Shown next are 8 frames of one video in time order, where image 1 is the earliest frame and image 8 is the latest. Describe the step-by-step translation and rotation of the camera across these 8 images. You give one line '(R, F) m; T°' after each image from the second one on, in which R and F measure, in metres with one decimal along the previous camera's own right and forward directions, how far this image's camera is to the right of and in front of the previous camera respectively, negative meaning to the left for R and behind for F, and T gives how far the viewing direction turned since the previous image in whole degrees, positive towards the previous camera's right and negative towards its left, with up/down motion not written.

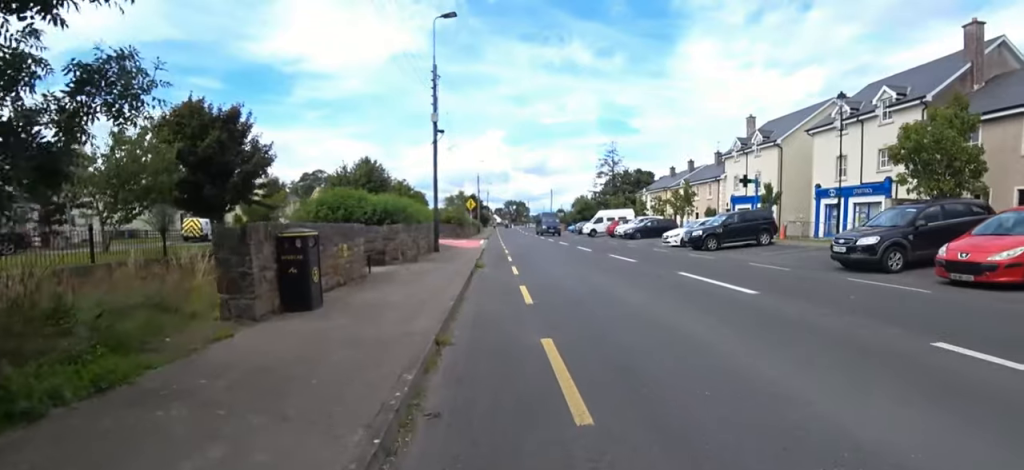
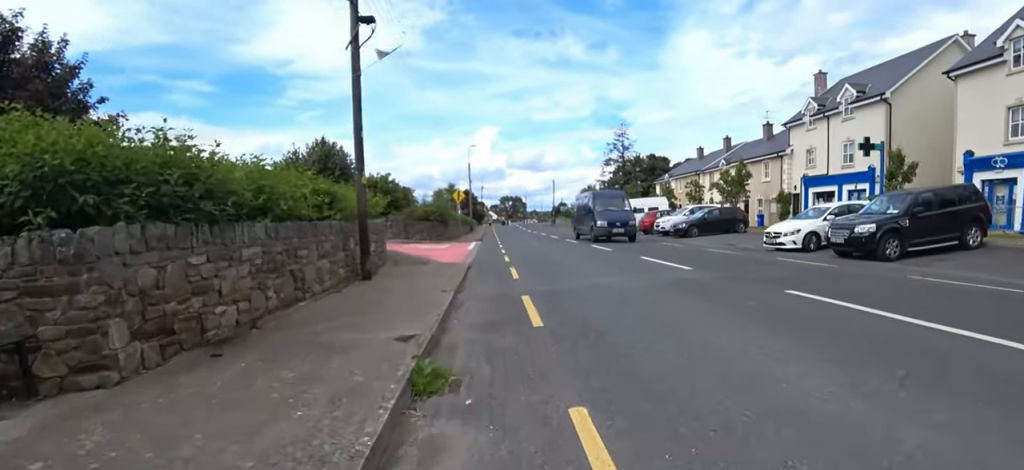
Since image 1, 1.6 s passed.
(-0.4, +10.5) m; +2°
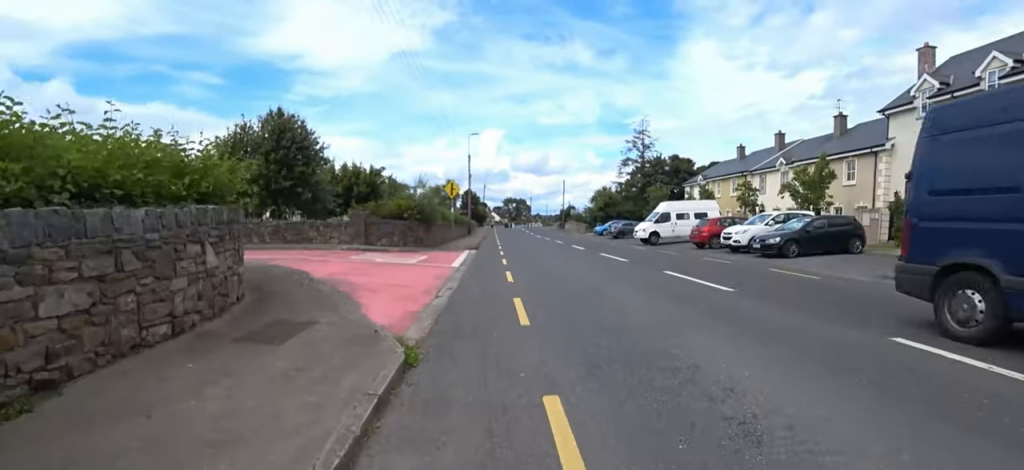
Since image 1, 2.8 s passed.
(+0.7, +8.3) m; +2°
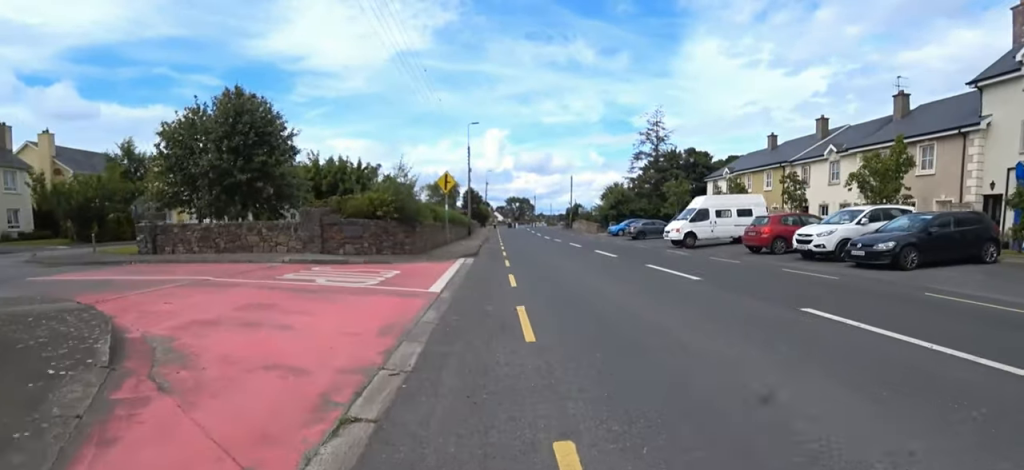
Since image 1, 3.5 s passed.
(-0.1, +4.9) m; -3°
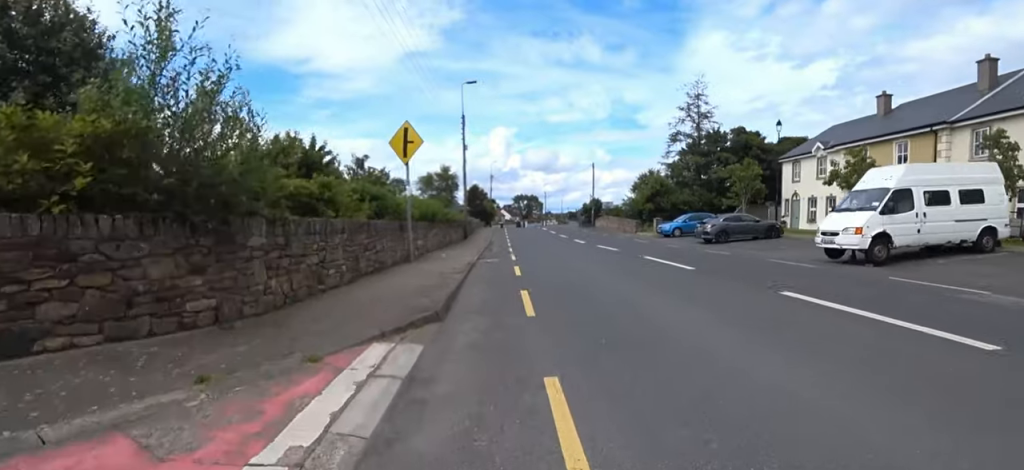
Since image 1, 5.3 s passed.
(+0.2, +11.8) m; 0°
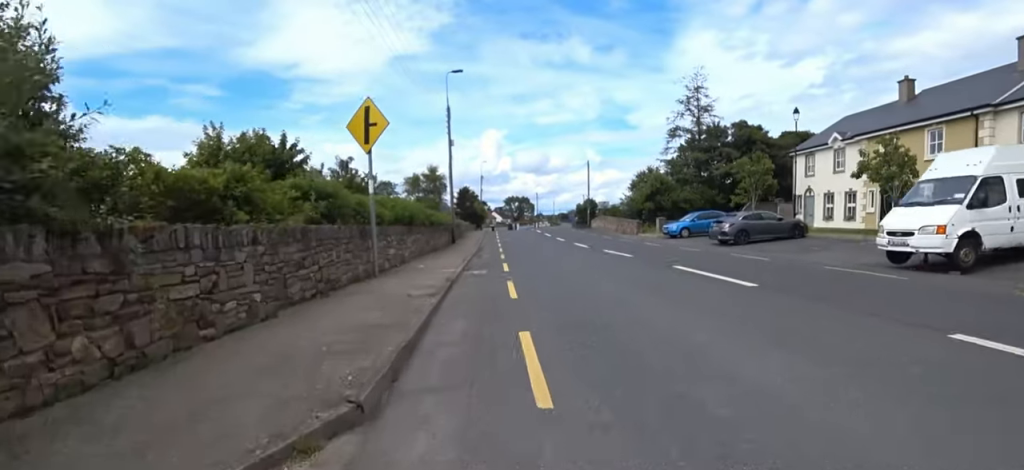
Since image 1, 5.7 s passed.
(-0.3, +2.8) m; 0°
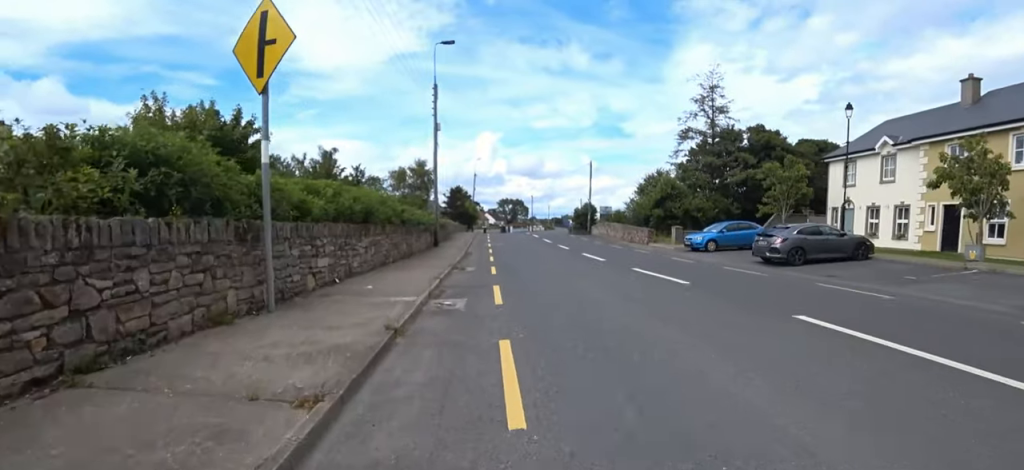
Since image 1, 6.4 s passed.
(-0.3, +4.5) m; 0°
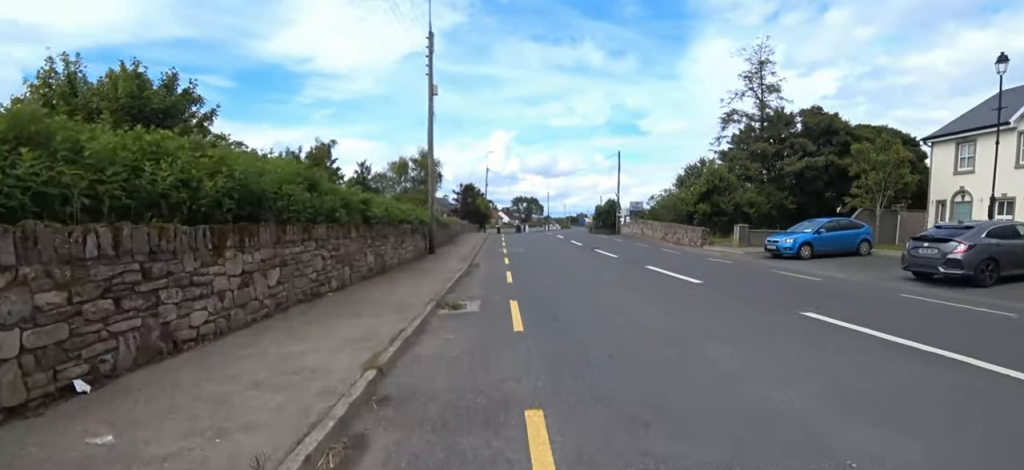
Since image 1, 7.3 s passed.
(+0.6, +6.0) m; 0°
